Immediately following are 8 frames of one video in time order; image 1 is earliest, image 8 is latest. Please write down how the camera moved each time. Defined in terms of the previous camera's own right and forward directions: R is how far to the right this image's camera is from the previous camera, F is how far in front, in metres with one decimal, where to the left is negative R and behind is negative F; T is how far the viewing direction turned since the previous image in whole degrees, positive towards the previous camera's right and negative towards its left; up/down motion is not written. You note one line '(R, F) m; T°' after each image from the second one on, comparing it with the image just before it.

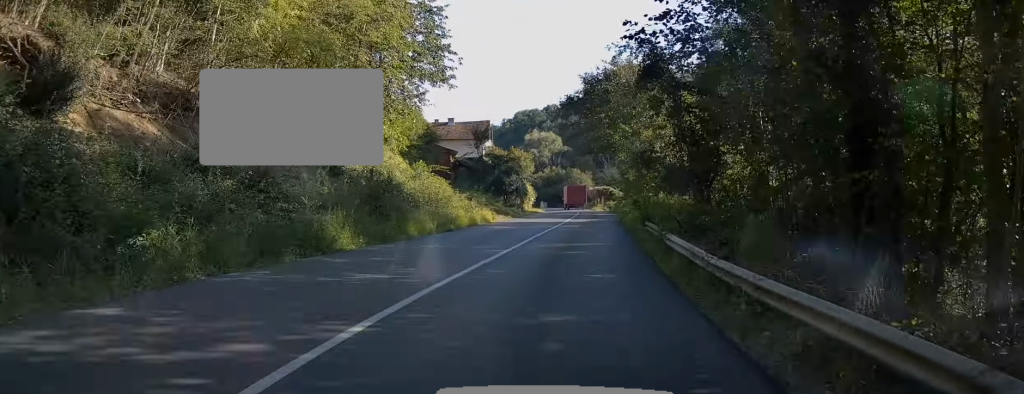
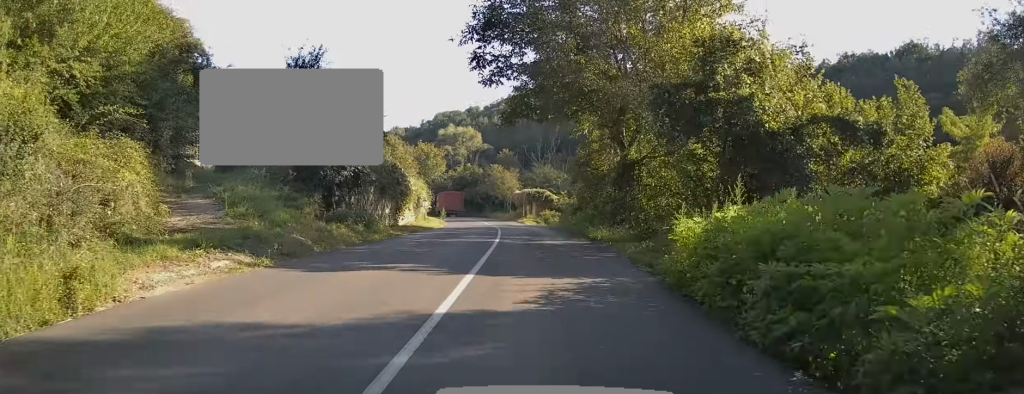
(+1.2, +25.8) m; +6°
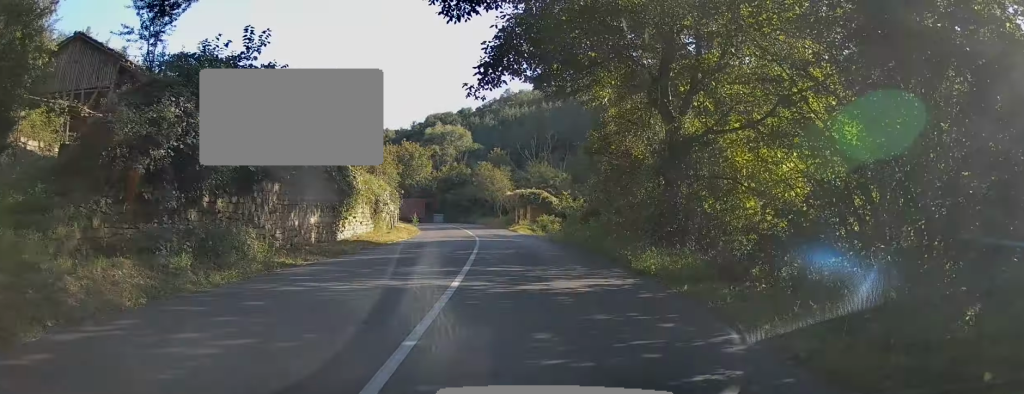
(+0.4, +9.7) m; +1°
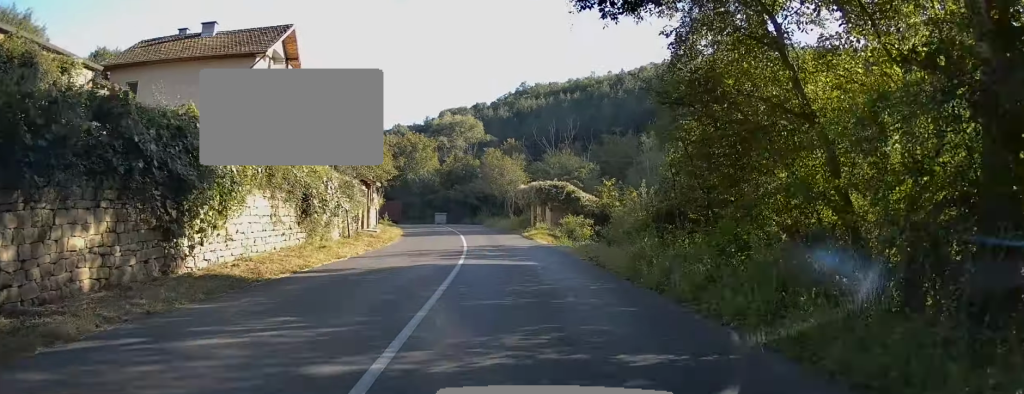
(+0.3, +11.9) m; 0°
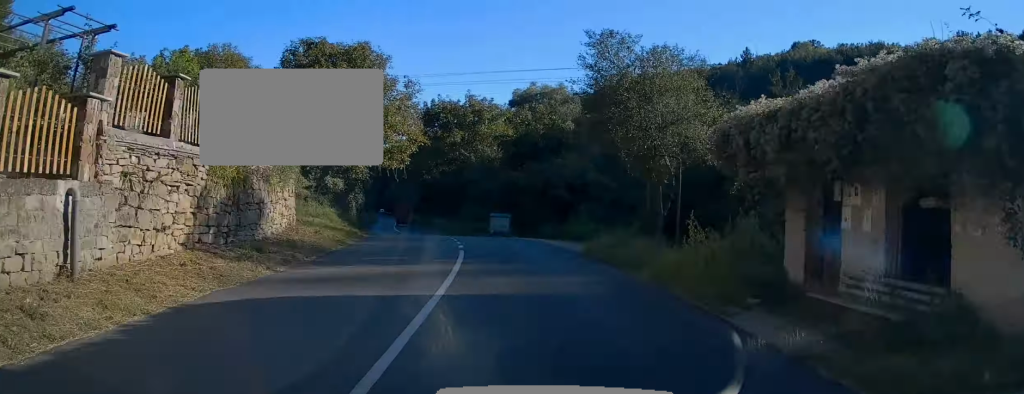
(-1.8, +30.9) m; -8°
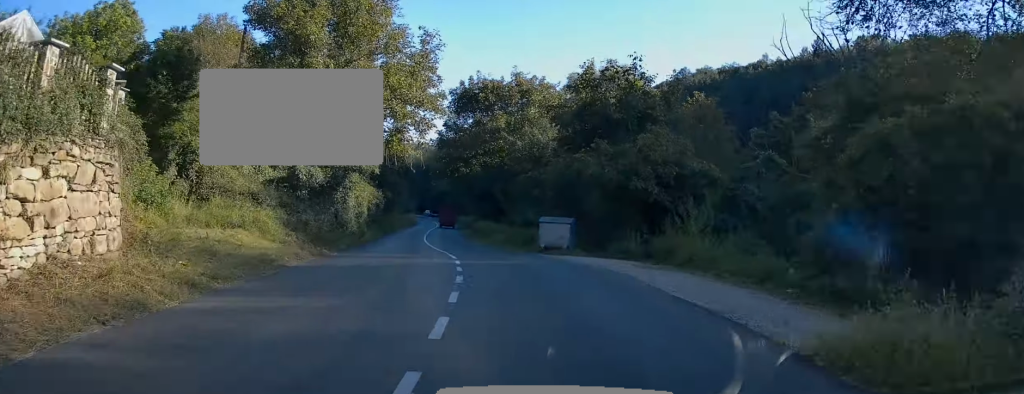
(-0.4, +11.9) m; -5°
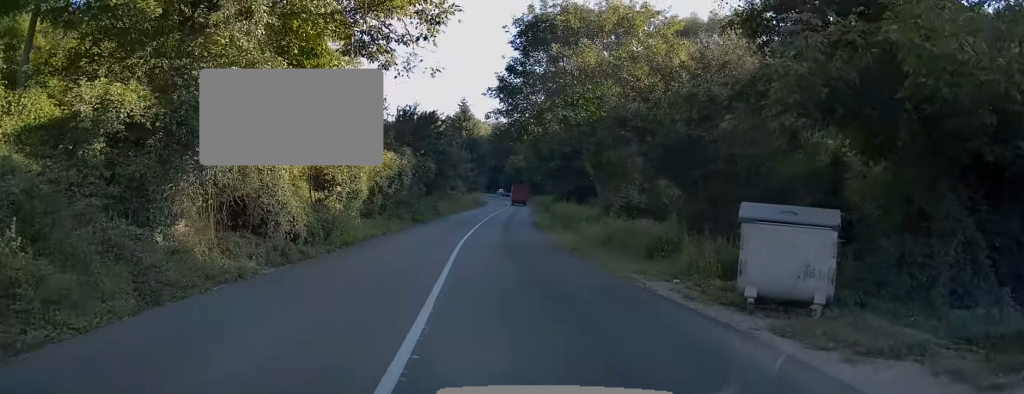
(-1.2, +16.5) m; -6°
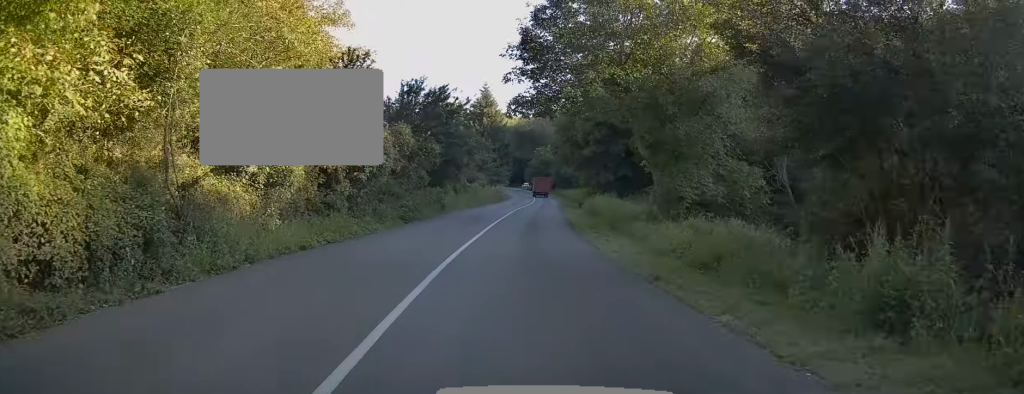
(-0.1, +9.5) m; -1°
